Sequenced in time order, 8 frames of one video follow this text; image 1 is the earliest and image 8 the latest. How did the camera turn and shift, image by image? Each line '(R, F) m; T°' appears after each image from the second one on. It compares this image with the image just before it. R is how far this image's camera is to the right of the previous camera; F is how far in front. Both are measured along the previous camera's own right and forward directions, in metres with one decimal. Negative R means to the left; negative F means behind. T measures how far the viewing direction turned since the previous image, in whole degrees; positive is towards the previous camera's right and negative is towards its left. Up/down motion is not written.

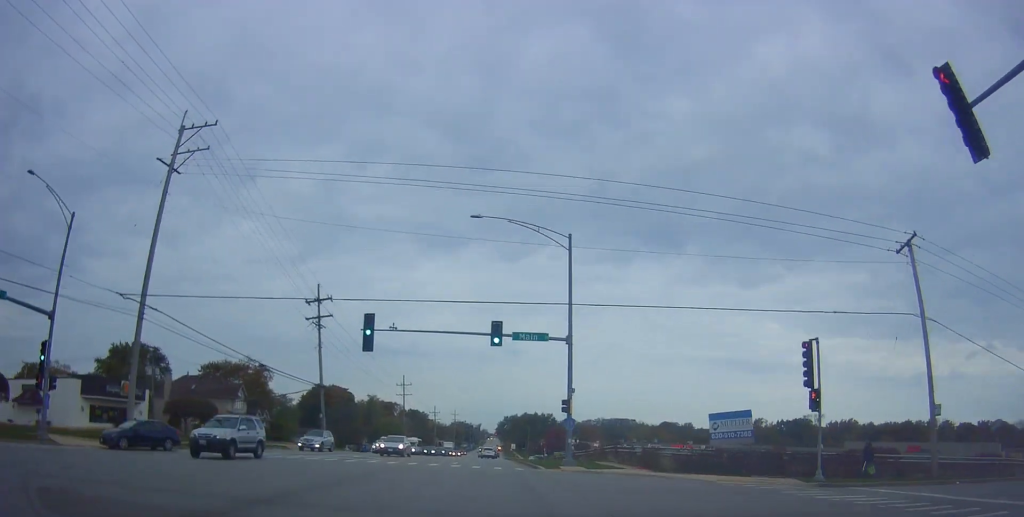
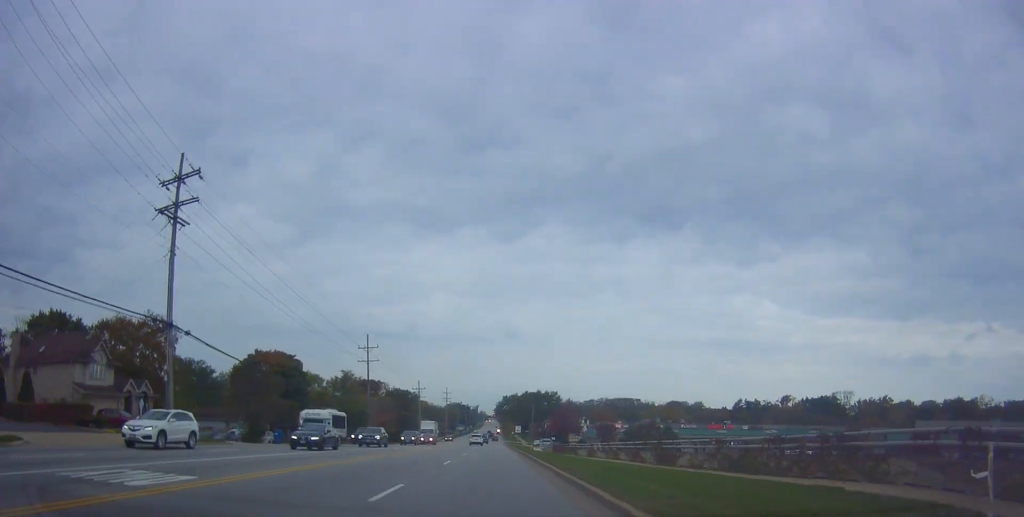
(-0.6, +30.6) m; -1°
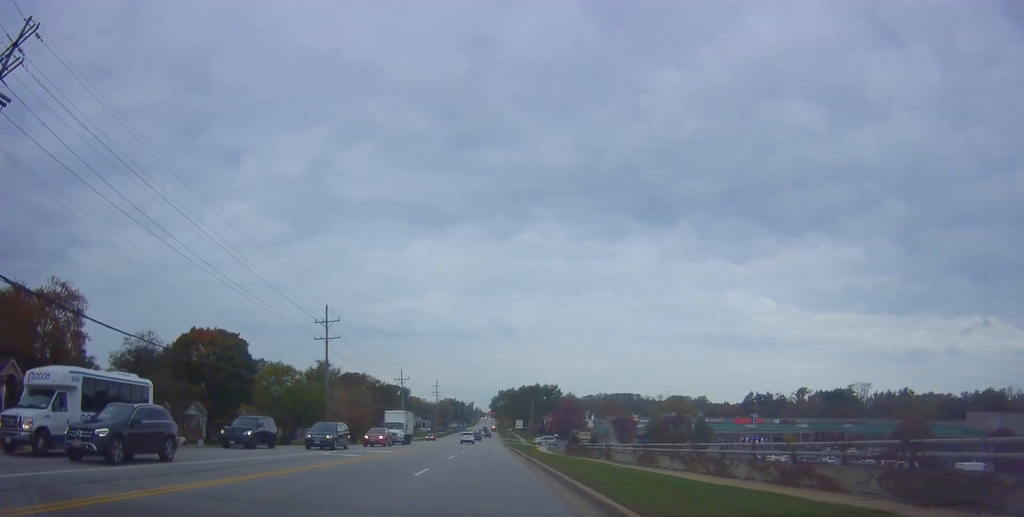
(+0.3, +18.9) m; +1°
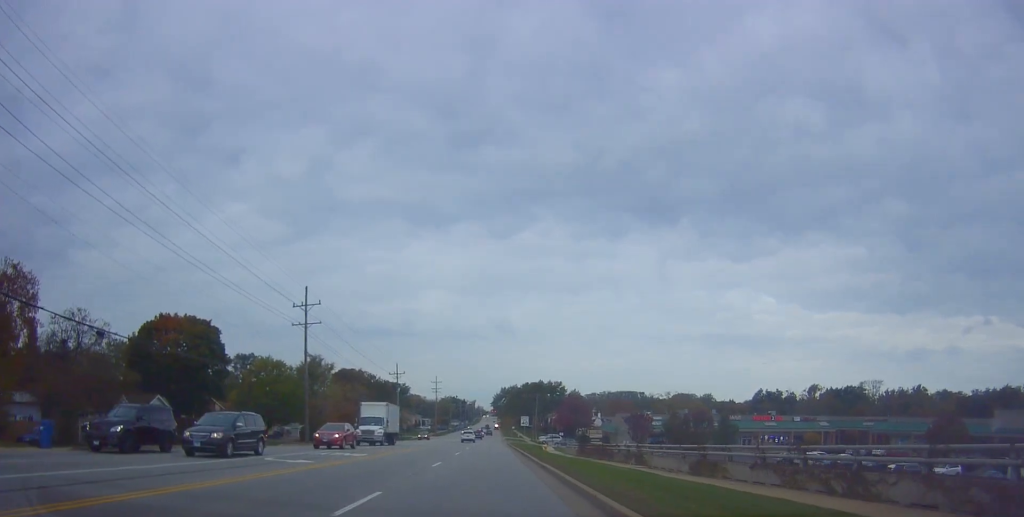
(+0.3, +8.4) m; 0°
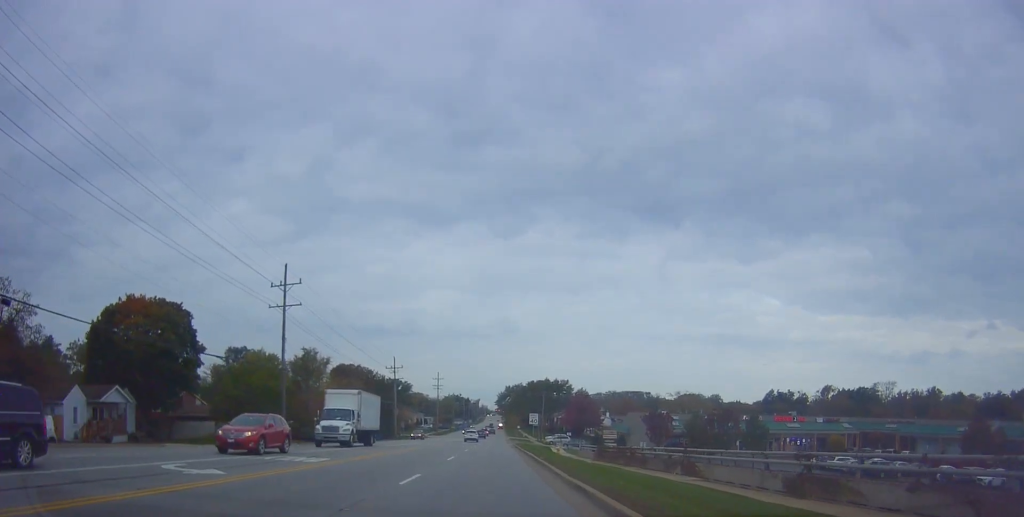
(-0.1, +7.6) m; 0°
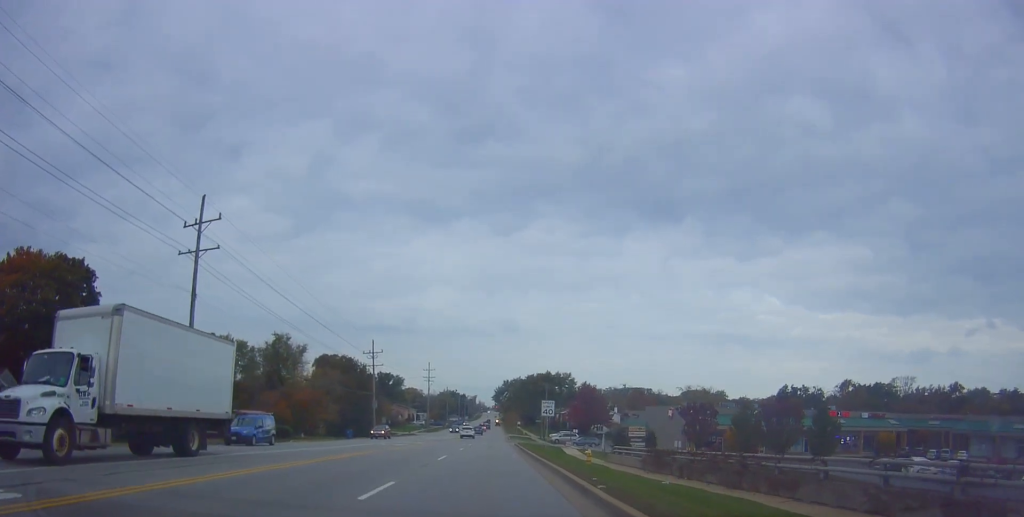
(-0.2, +16.1) m; +1°
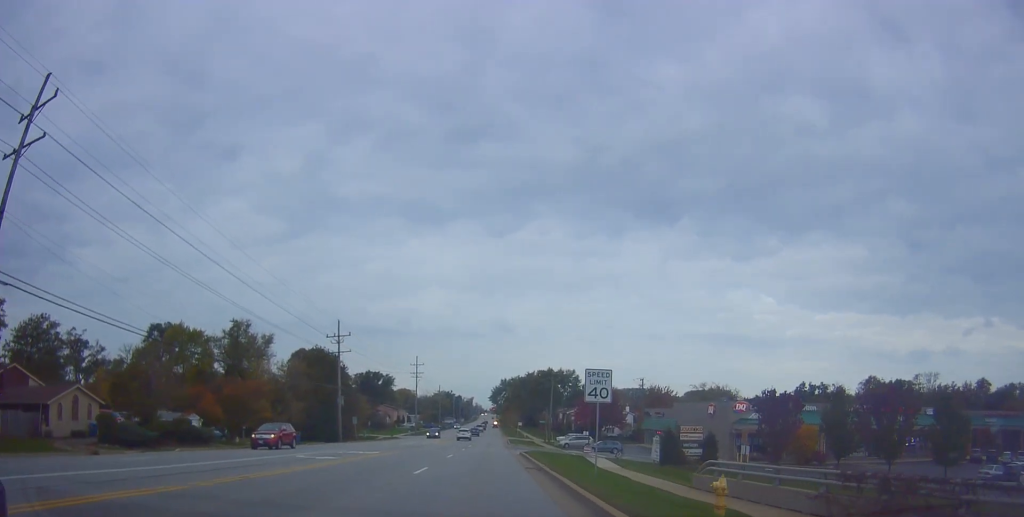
(+0.4, +18.7) m; +1°
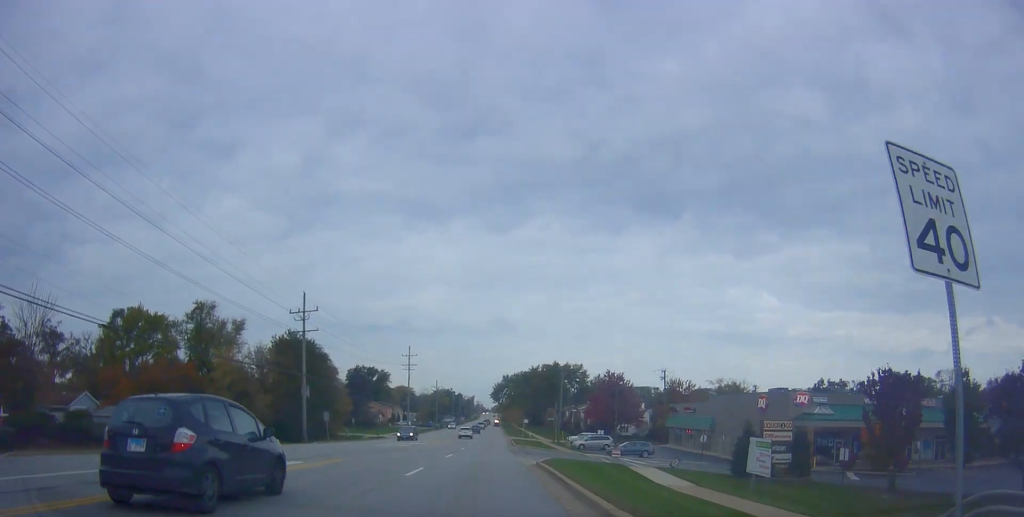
(0.0, +14.5) m; -1°
